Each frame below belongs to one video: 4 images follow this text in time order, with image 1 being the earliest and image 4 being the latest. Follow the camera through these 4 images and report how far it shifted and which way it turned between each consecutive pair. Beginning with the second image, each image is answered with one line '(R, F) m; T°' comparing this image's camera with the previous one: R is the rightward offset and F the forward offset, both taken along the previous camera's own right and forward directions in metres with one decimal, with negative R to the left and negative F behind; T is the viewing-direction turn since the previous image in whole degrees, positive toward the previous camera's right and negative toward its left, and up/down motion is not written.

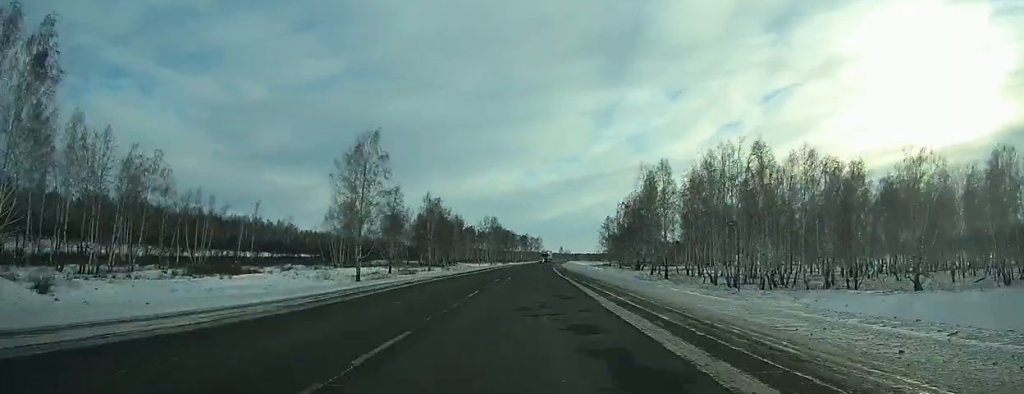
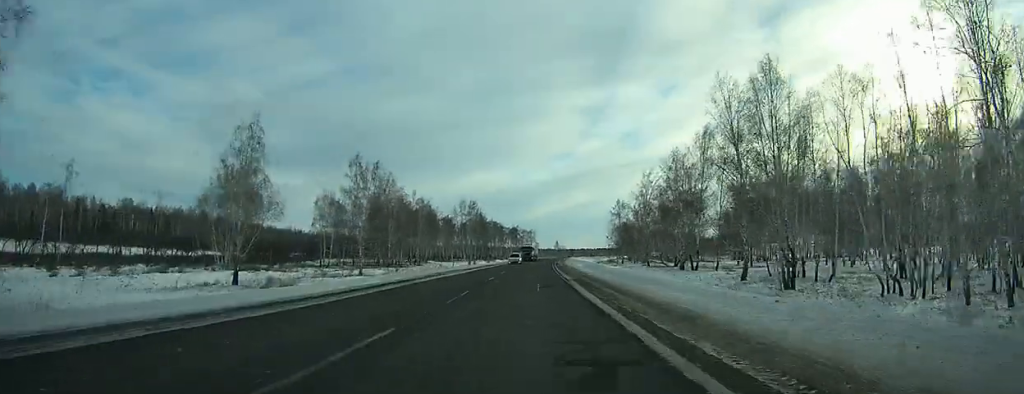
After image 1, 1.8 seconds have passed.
(+0.2, +45.9) m; 0°
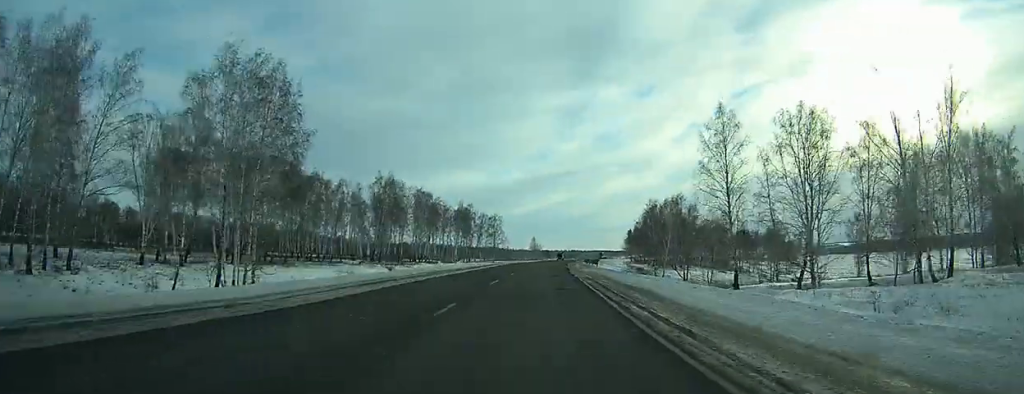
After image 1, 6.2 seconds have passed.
(+0.9, +118.2) m; +2°
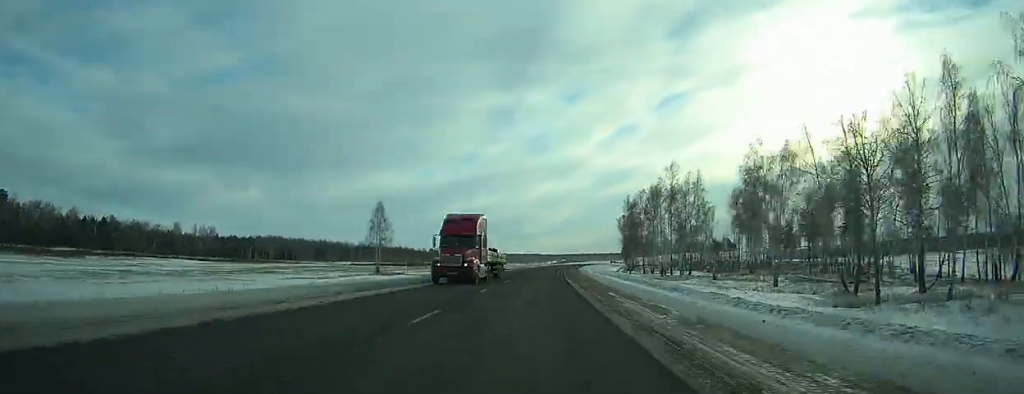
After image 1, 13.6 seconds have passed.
(+13.6, +189.4) m; +8°
